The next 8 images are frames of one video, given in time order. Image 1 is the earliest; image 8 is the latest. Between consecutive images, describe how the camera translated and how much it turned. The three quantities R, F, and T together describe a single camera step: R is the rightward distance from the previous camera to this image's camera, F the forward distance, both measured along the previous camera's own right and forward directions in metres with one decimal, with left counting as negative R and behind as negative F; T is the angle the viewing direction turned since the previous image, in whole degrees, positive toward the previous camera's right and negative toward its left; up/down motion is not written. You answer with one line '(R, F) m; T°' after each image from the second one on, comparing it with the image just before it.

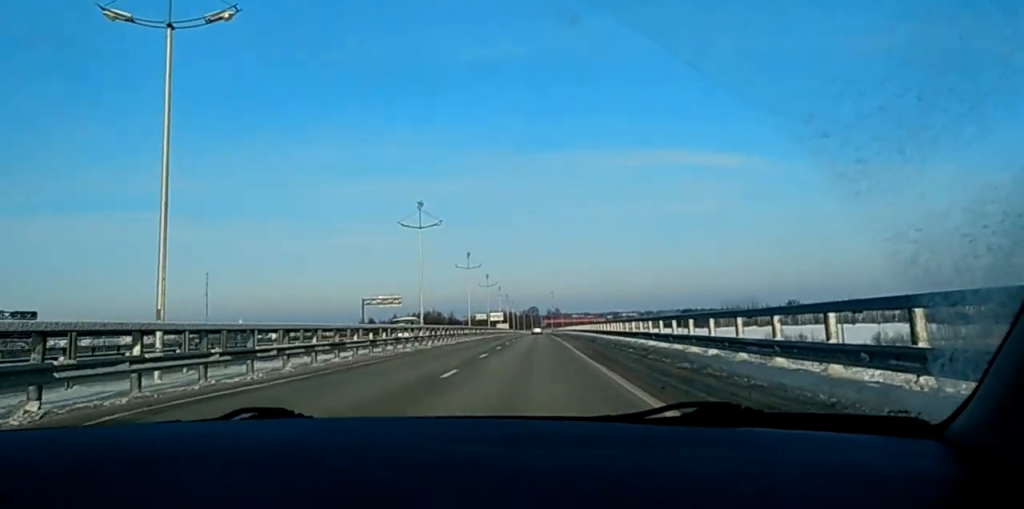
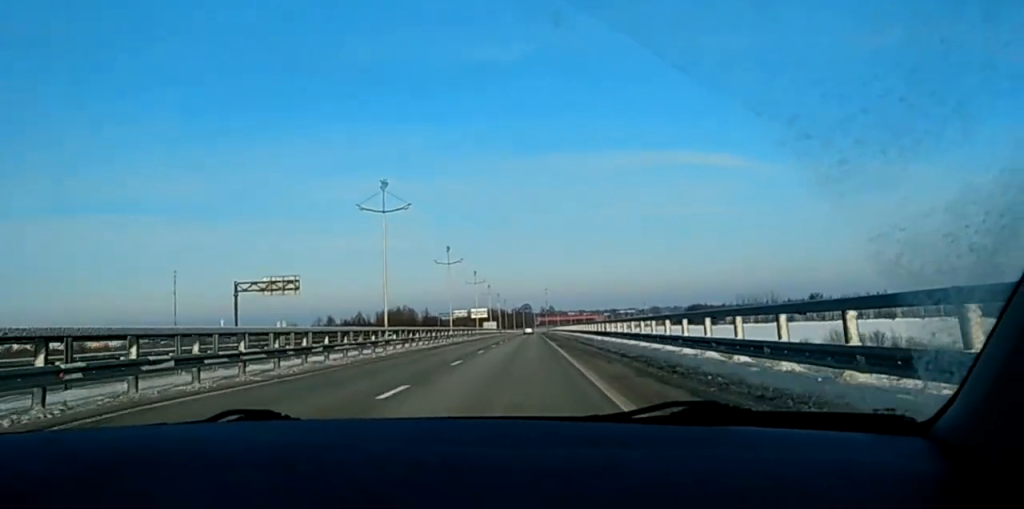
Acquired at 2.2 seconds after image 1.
(+0.7, +52.8) m; +1°
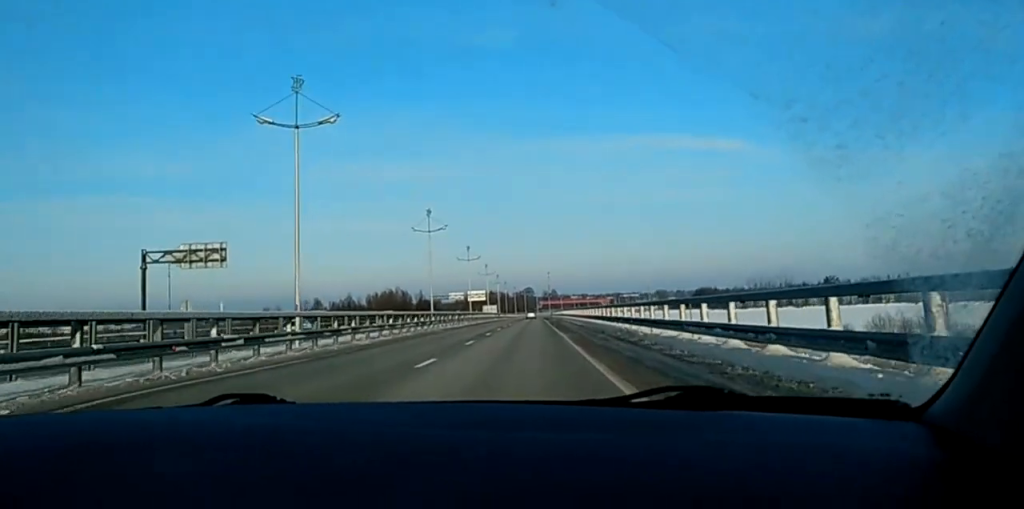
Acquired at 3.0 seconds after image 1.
(-0.3, +20.8) m; -1°
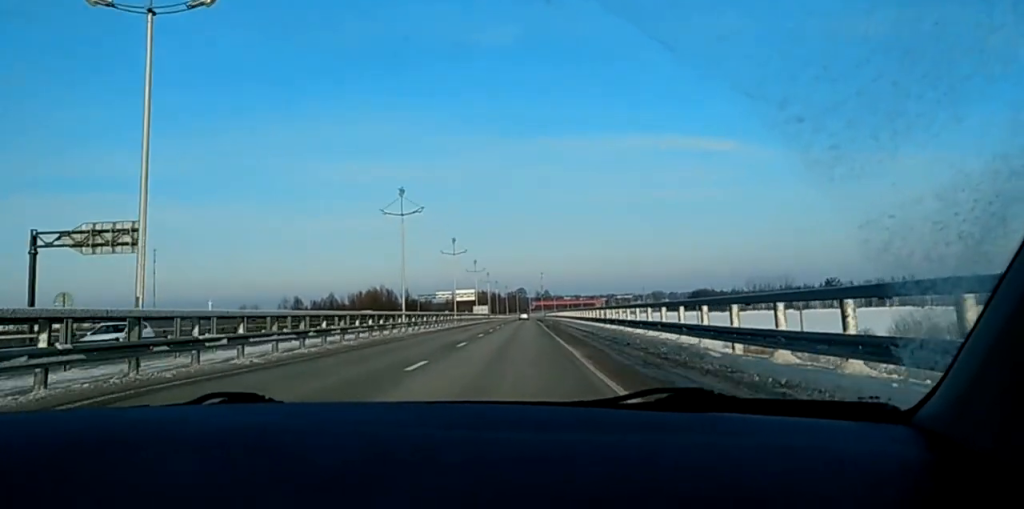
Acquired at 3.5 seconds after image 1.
(-0.1, +11.9) m; 0°
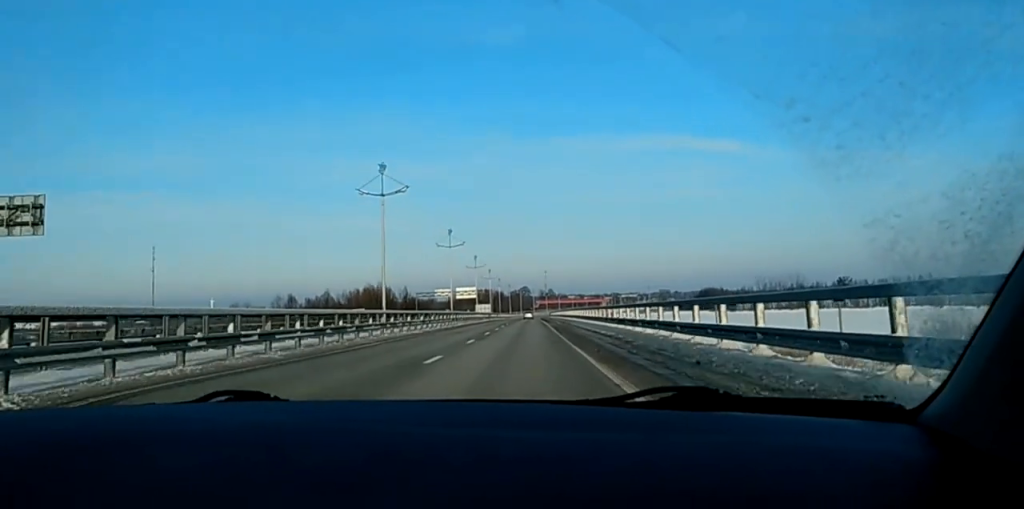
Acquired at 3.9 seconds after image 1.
(0.0, +11.0) m; 0°
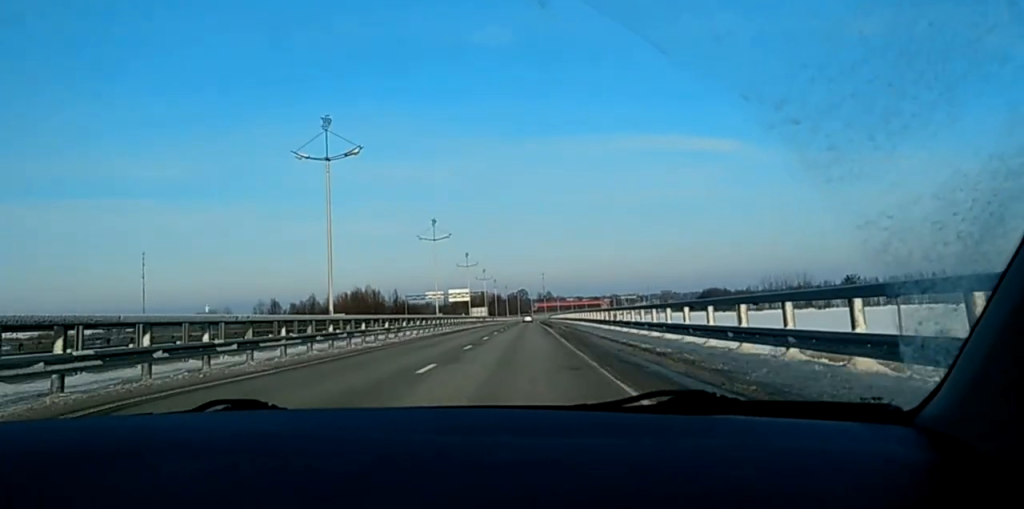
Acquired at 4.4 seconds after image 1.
(0.0, +13.0) m; 0°
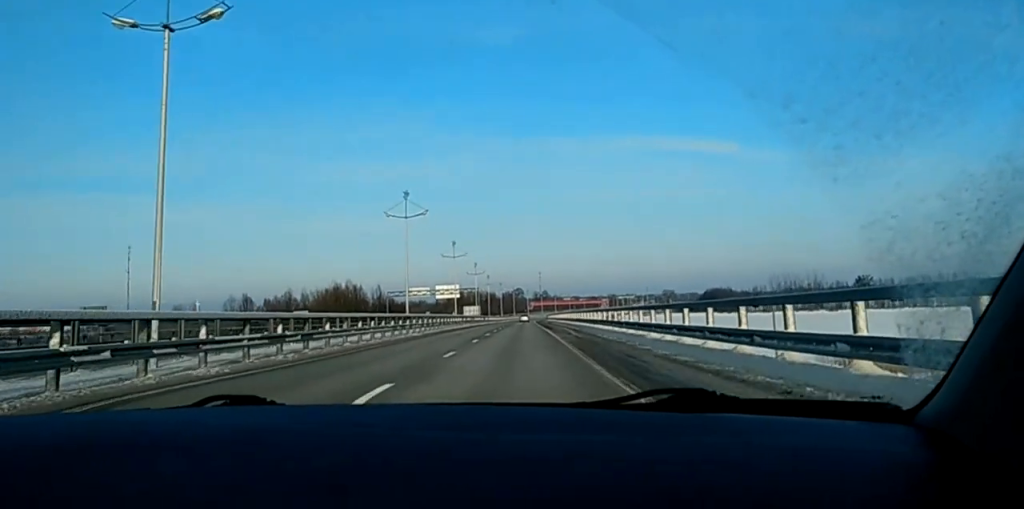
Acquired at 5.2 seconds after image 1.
(+0.2, +18.0) m; 0°
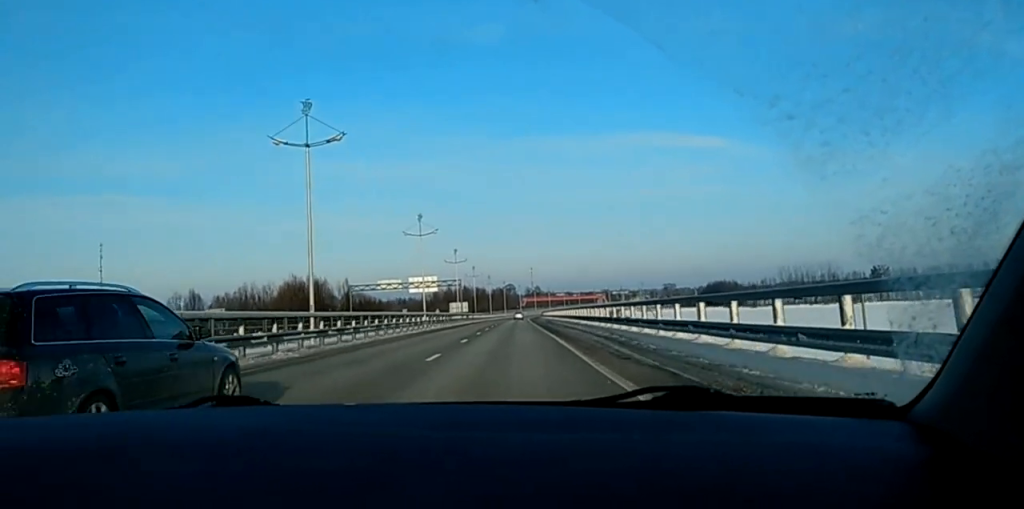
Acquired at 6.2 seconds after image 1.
(-0.3, +27.1) m; 0°
